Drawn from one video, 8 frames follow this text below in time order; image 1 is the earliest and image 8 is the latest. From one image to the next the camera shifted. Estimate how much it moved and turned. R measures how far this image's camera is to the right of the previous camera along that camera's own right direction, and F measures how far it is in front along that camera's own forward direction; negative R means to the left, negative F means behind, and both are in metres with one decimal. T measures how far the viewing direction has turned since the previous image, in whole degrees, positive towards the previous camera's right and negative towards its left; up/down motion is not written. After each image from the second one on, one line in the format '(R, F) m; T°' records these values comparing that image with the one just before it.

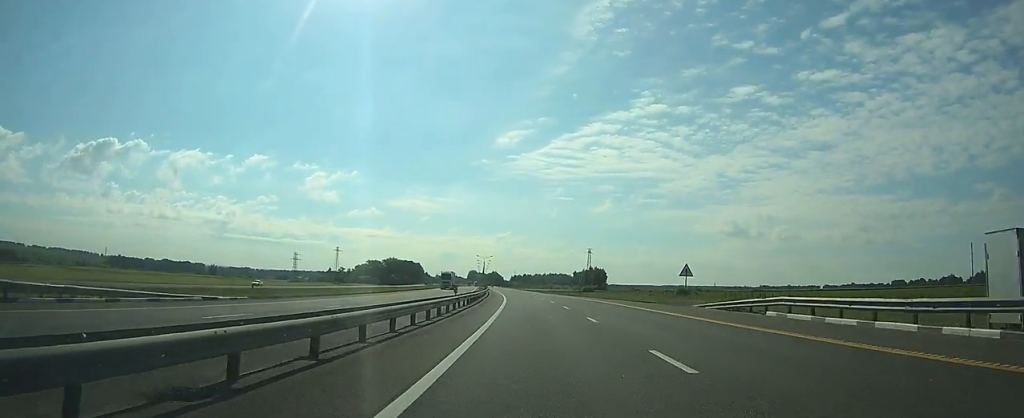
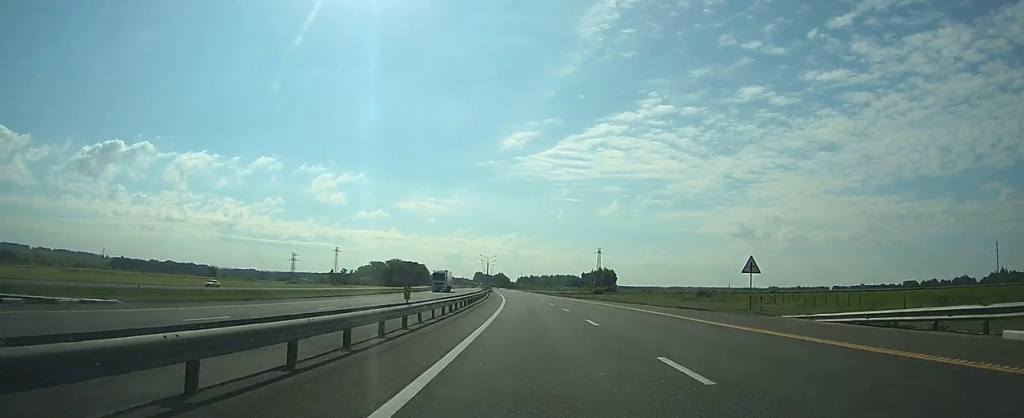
(0.0, +12.9) m; -1°
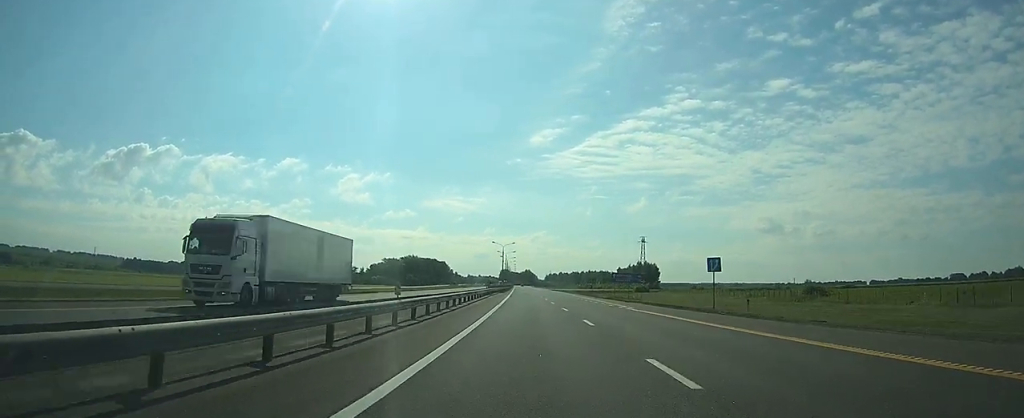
(-1.3, +48.3) m; -3°
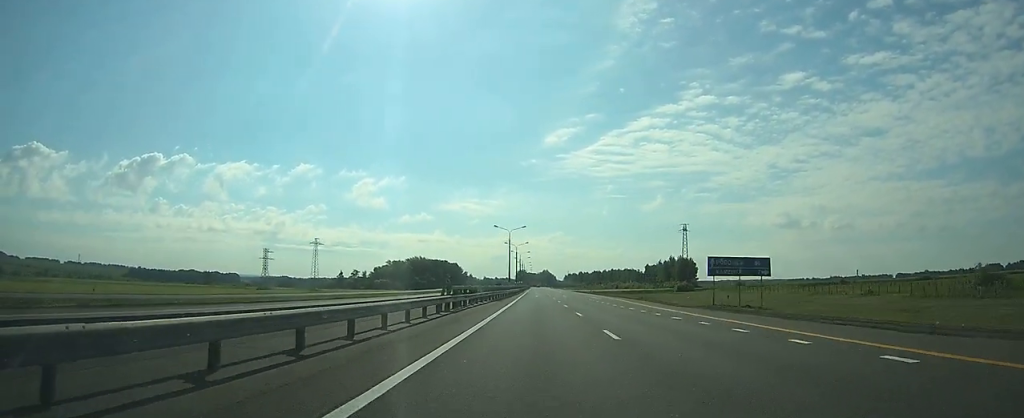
(-0.8, +40.7) m; -2°
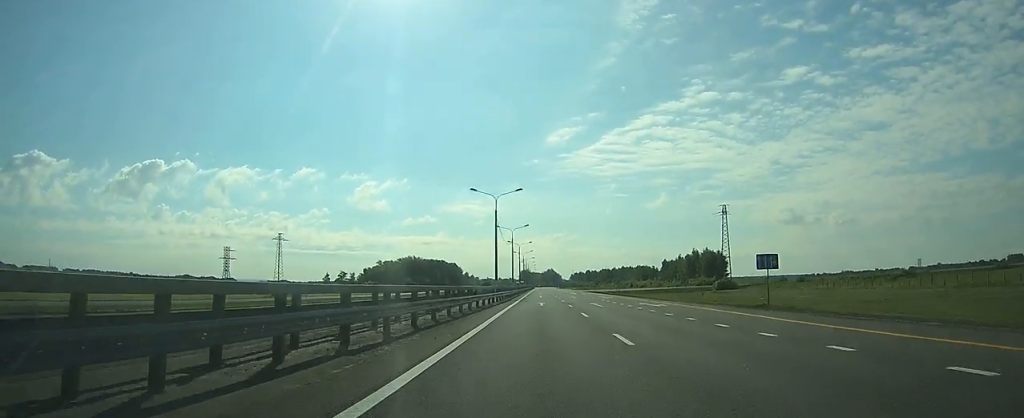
(-0.5, +37.5) m; -1°
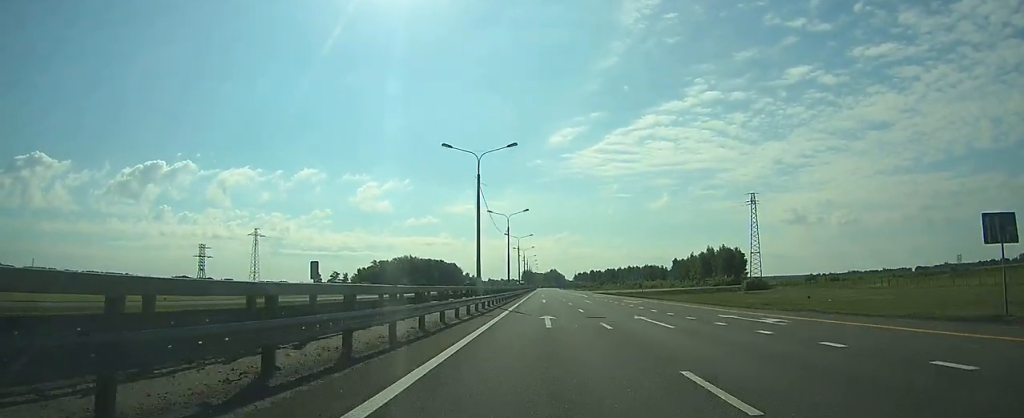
(-0.1, +19.3) m; 0°
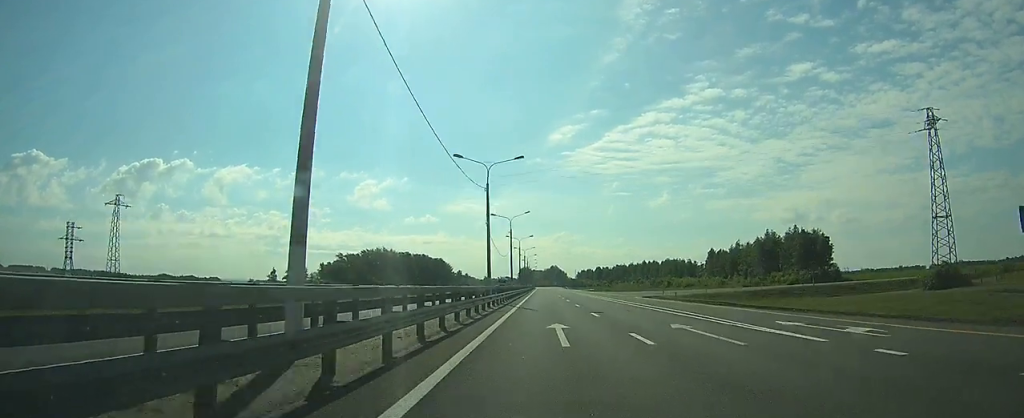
(-0.4, +65.5) m; 0°
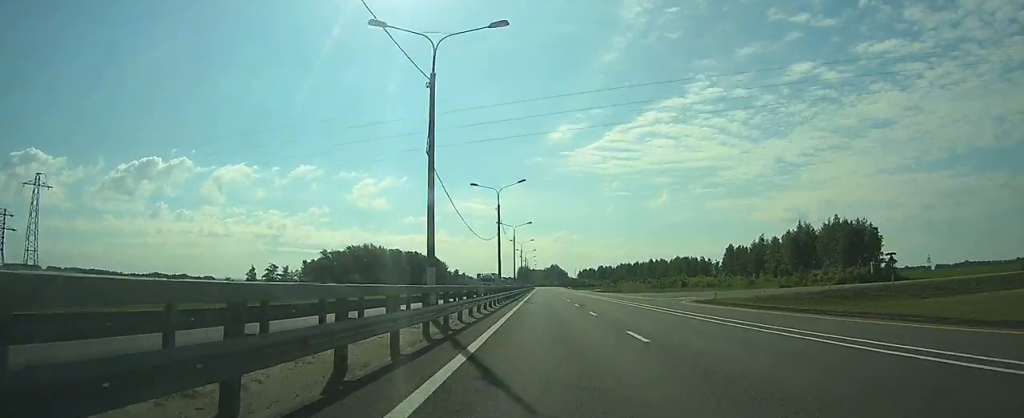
(0.0, +23.6) m; 0°
